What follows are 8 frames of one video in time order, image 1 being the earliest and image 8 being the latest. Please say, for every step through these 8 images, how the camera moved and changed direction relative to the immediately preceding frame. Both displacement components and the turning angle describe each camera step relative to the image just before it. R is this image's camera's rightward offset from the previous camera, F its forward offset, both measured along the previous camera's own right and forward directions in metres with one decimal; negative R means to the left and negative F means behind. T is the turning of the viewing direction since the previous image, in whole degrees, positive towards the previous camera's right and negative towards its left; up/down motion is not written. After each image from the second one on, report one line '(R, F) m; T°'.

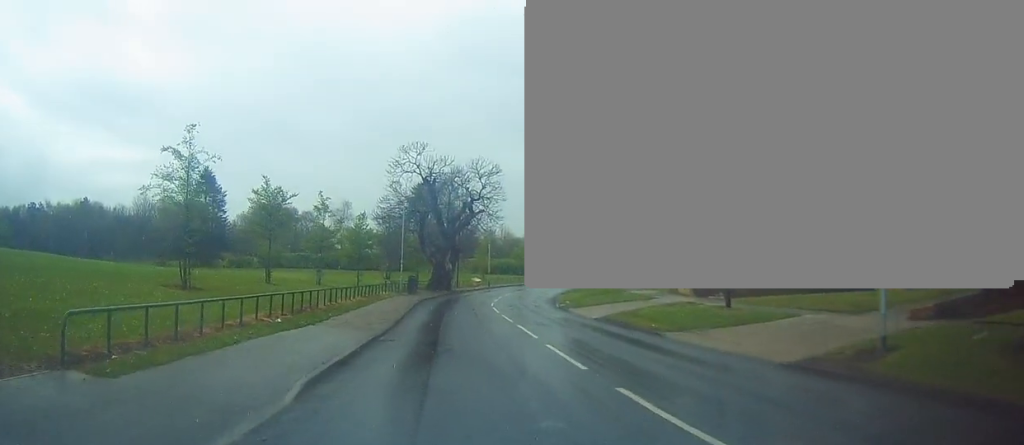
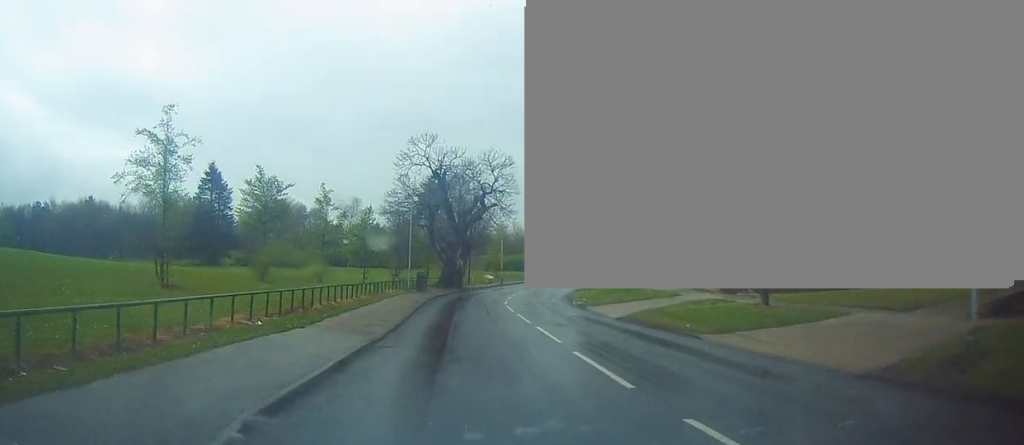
(-0.2, +2.3) m; -3°
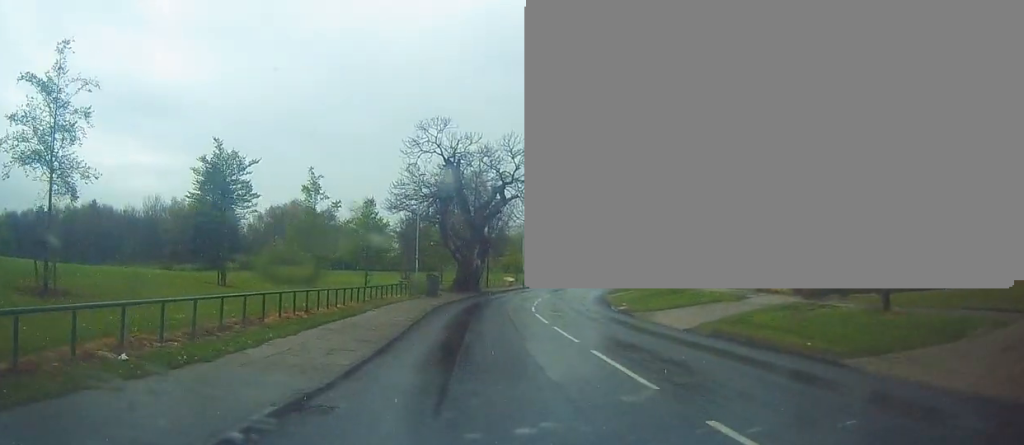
(-0.4, +5.9) m; -1°
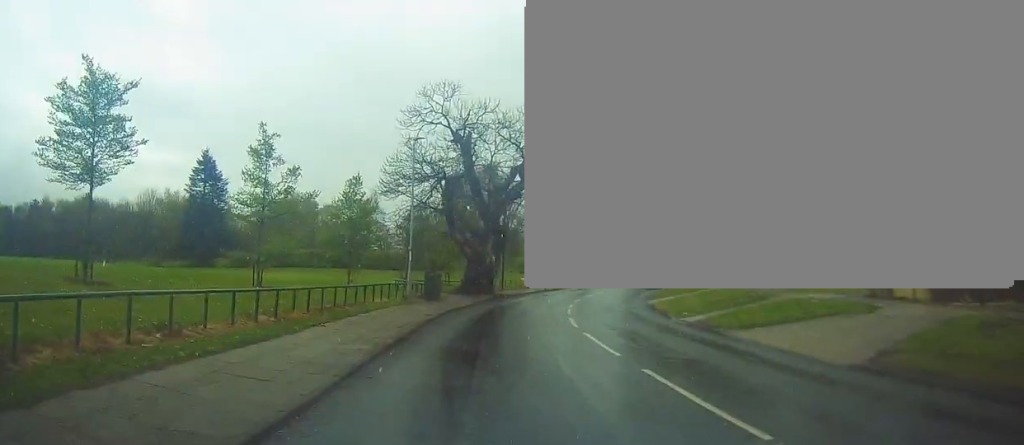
(+0.5, +8.4) m; +2°
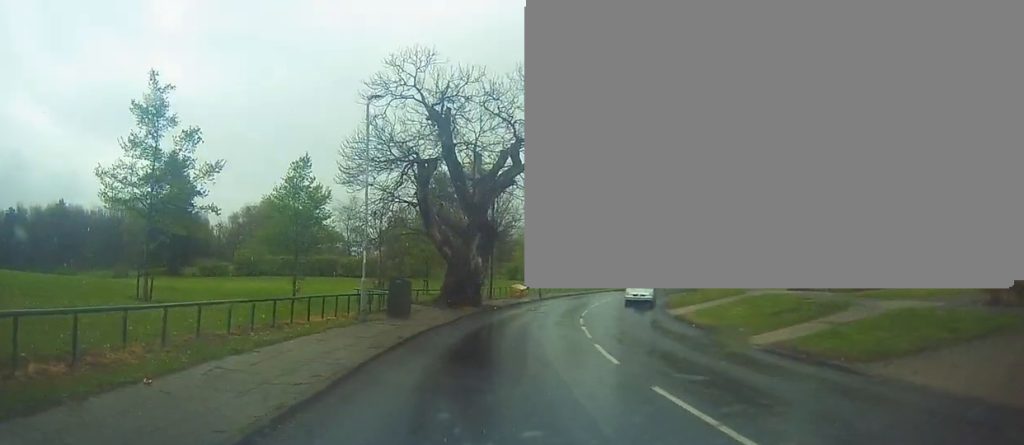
(-0.4, +7.1) m; -4°
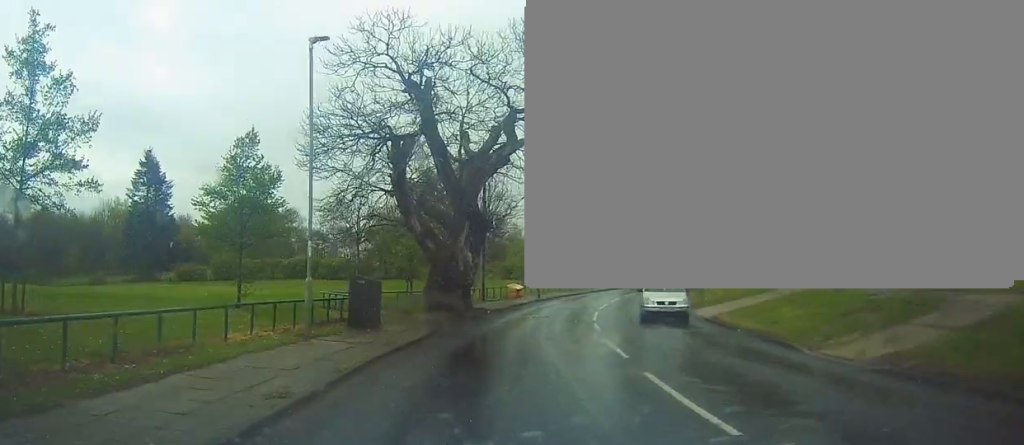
(-0.1, +4.9) m; +1°
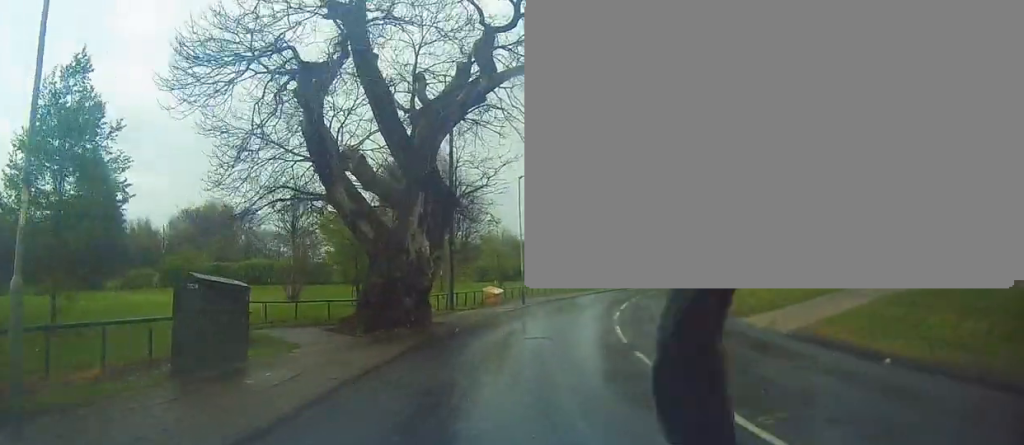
(+0.3, +8.2) m; +4°
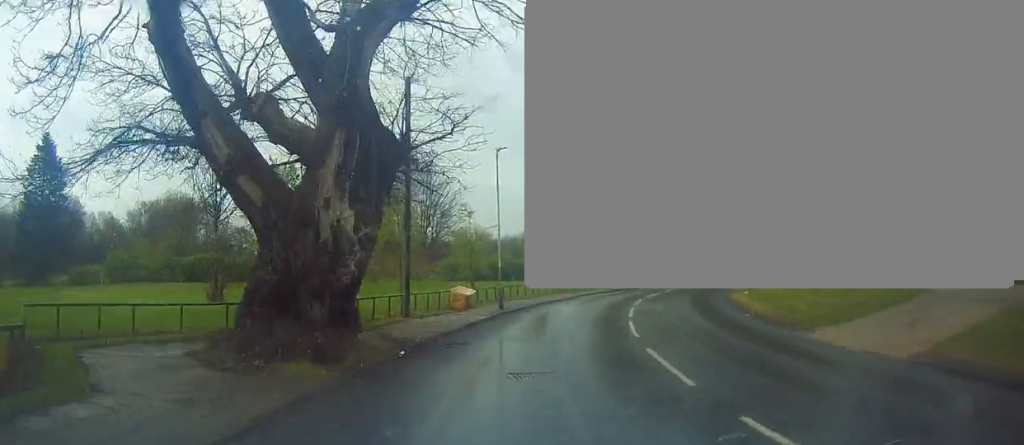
(+0.2, +6.3) m; +3°
